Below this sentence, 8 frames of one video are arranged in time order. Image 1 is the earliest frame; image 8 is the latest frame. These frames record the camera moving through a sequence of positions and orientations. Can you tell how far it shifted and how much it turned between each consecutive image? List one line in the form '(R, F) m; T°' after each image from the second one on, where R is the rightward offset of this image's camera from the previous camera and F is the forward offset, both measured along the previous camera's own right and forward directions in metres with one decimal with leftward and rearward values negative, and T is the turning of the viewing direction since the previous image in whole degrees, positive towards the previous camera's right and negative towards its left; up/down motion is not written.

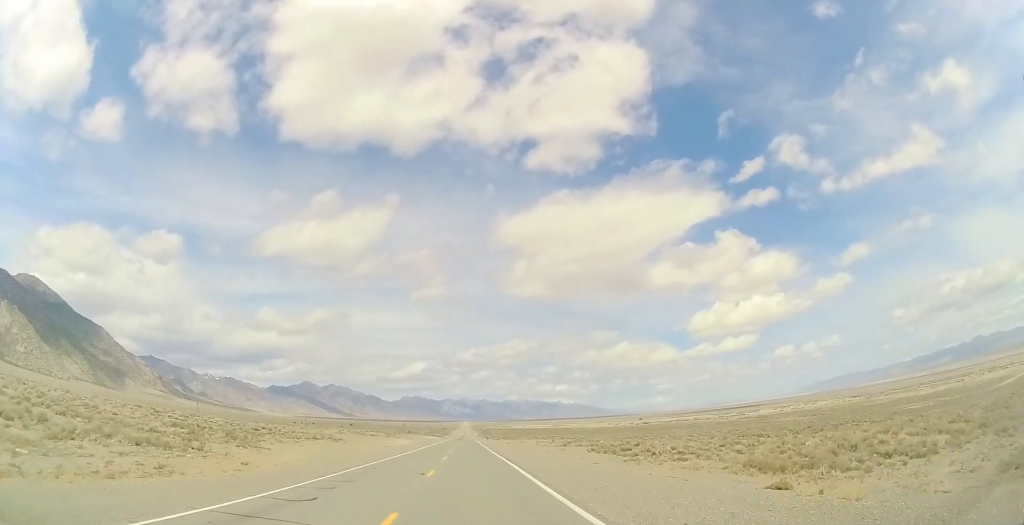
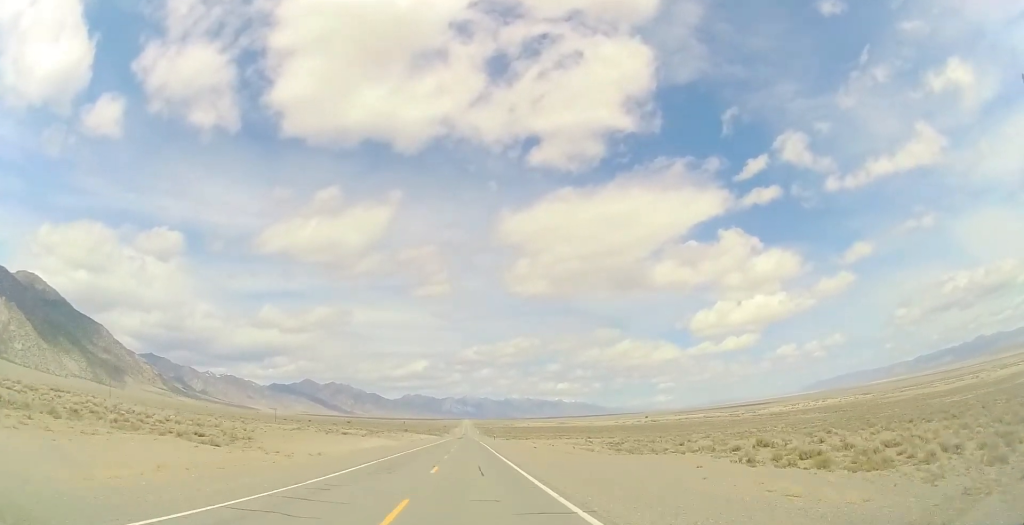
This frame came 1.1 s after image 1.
(+0.3, +34.4) m; 0°
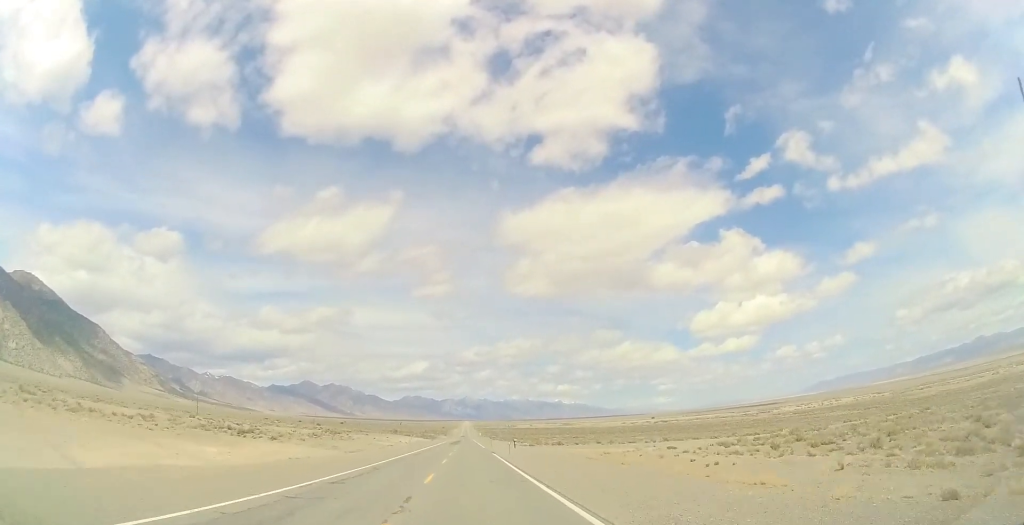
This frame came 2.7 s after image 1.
(-0.4, +51.9) m; -1°
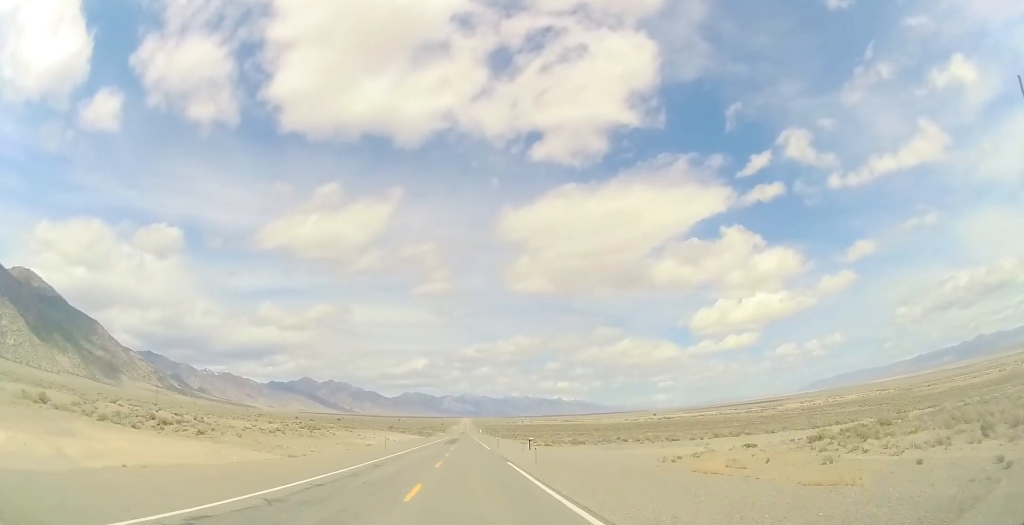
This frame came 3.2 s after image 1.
(0.0, +17.3) m; 0°
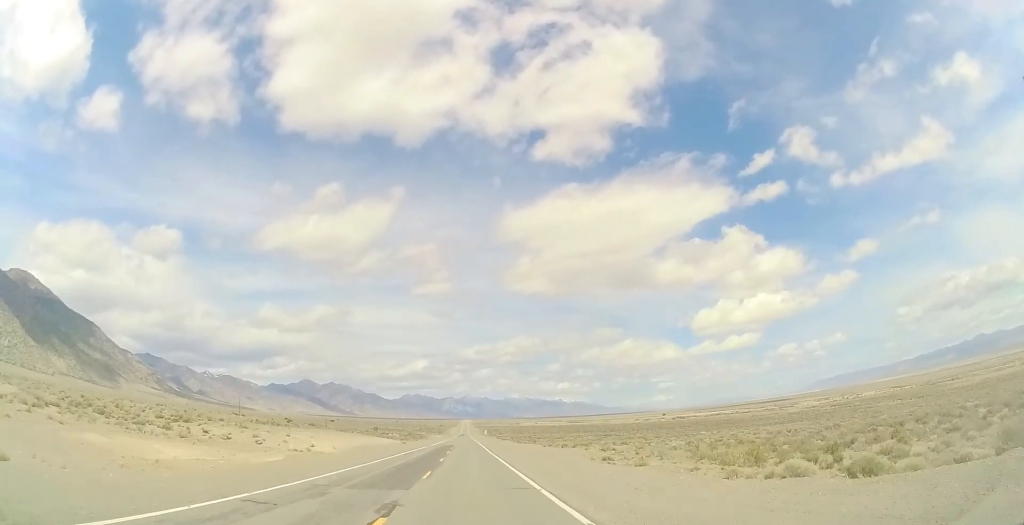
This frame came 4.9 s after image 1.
(0.0, +54.4) m; 0°
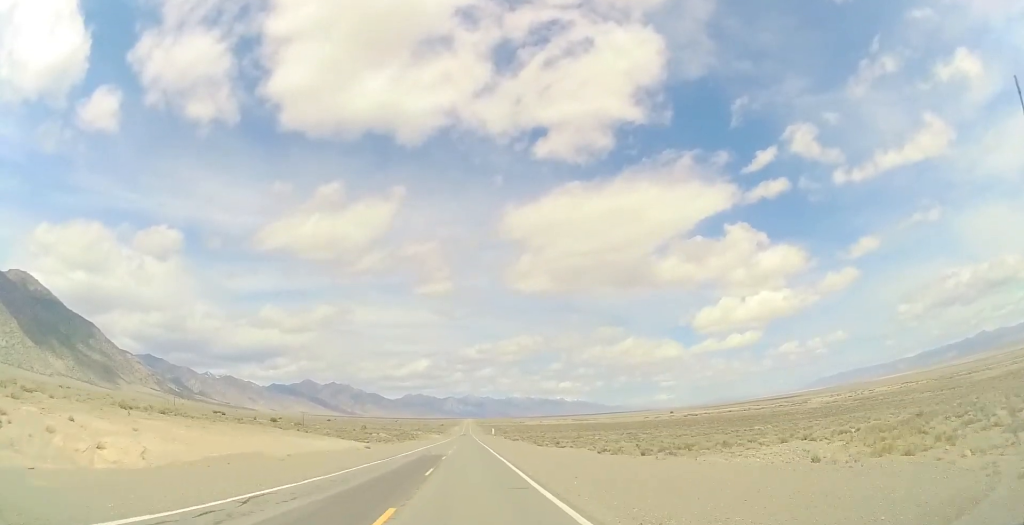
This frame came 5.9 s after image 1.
(0.0, +35.3) m; 0°
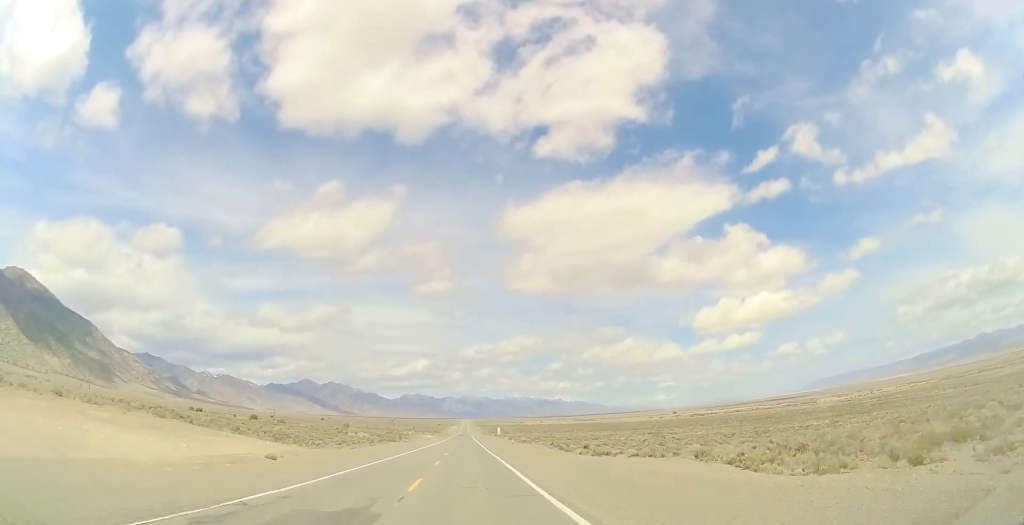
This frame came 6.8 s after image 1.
(0.0, +28.9) m; 0°
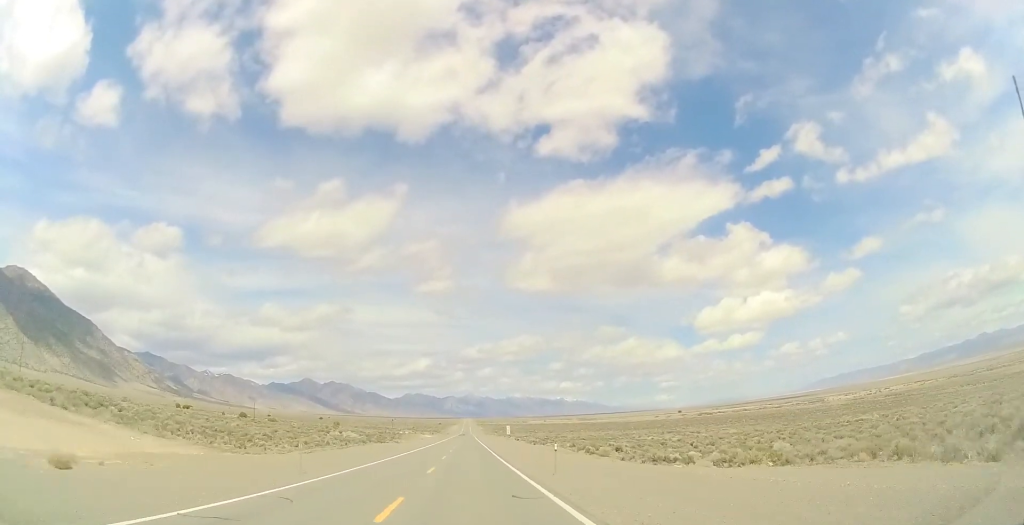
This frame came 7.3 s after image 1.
(0.0, +17.8) m; 0°
